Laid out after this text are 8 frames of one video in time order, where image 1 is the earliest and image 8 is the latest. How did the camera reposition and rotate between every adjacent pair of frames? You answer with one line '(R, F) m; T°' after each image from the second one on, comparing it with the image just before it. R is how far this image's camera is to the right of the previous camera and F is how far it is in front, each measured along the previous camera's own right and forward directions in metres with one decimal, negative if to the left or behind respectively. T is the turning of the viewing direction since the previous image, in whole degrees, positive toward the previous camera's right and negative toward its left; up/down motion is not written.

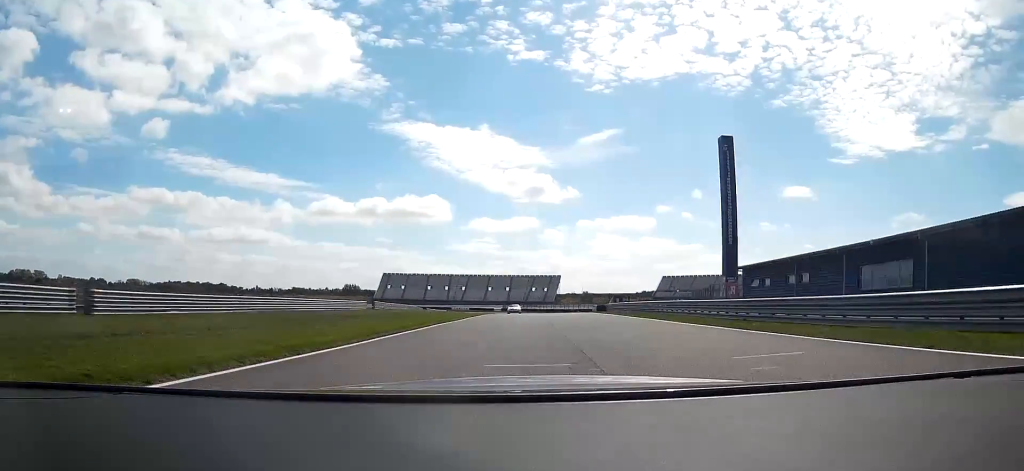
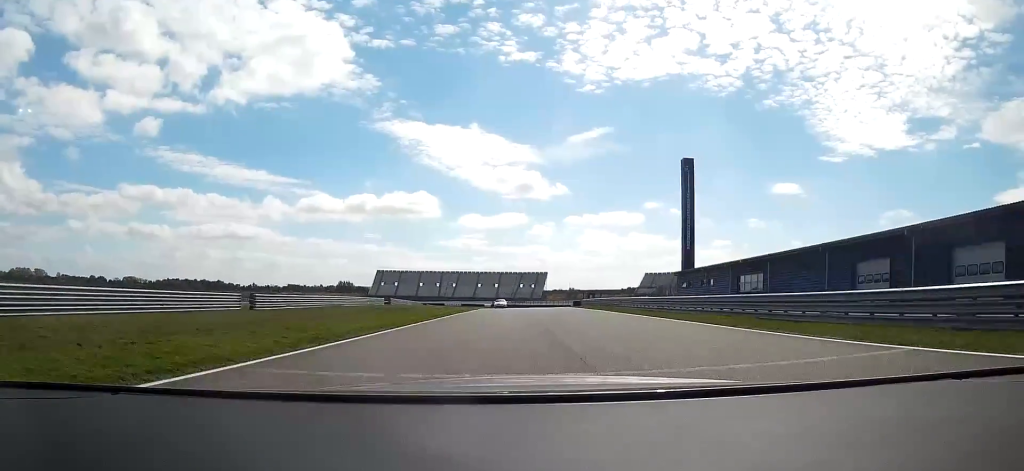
(0.0, +17.4) m; 0°
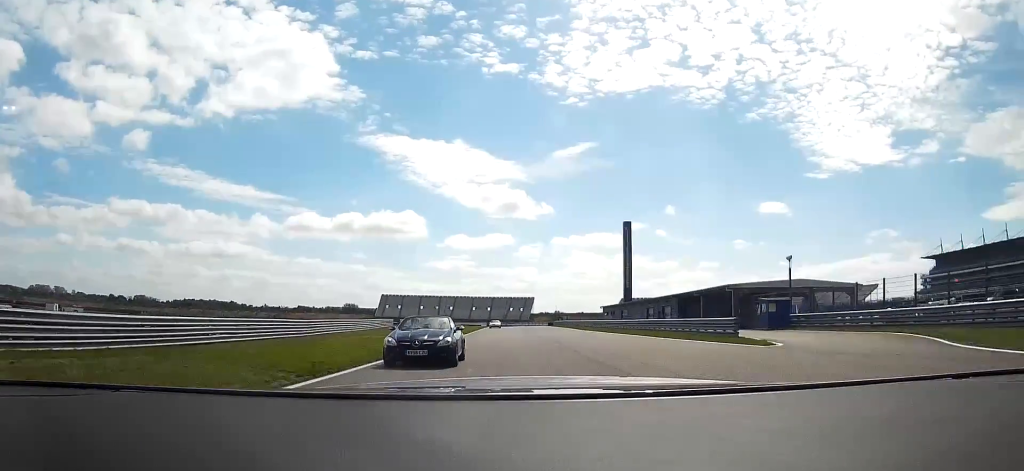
(+0.9, +52.3) m; +2°
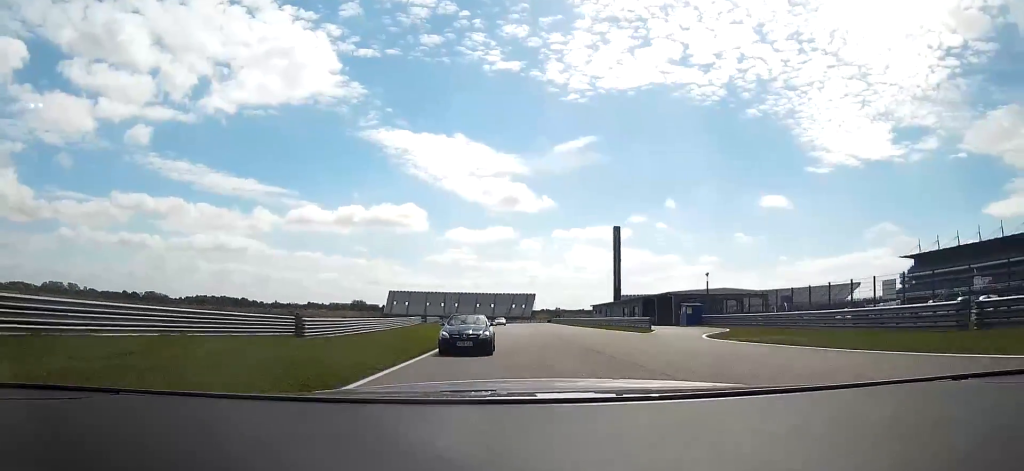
(+0.1, +23.7) m; 0°
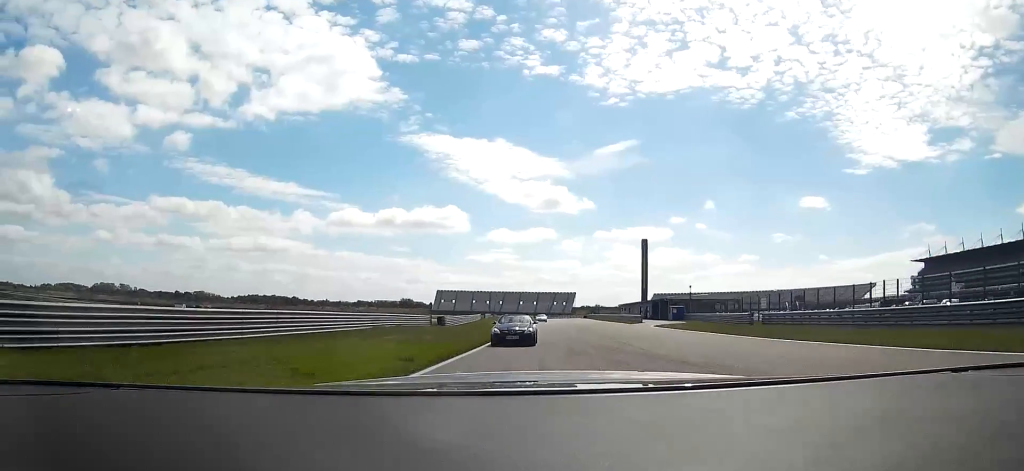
(-0.2, +31.7) m; -4°
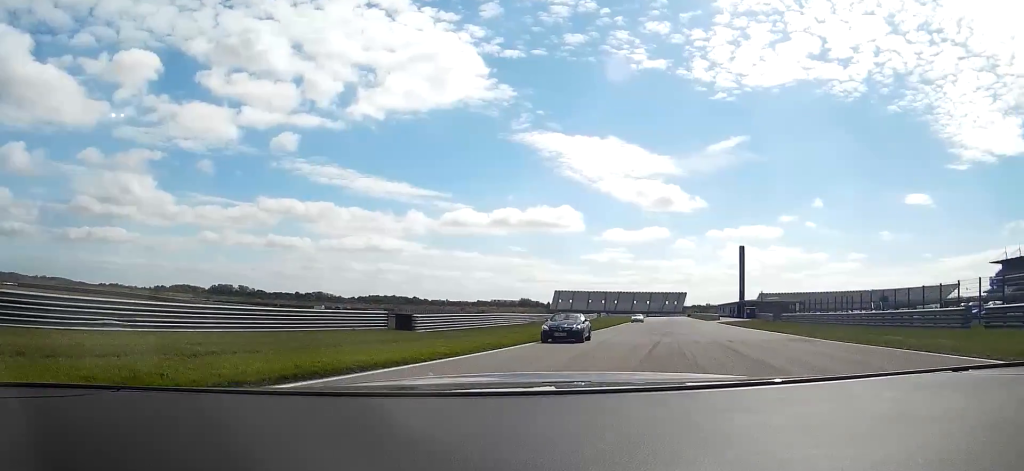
(-2.0, +25.9) m; -15°
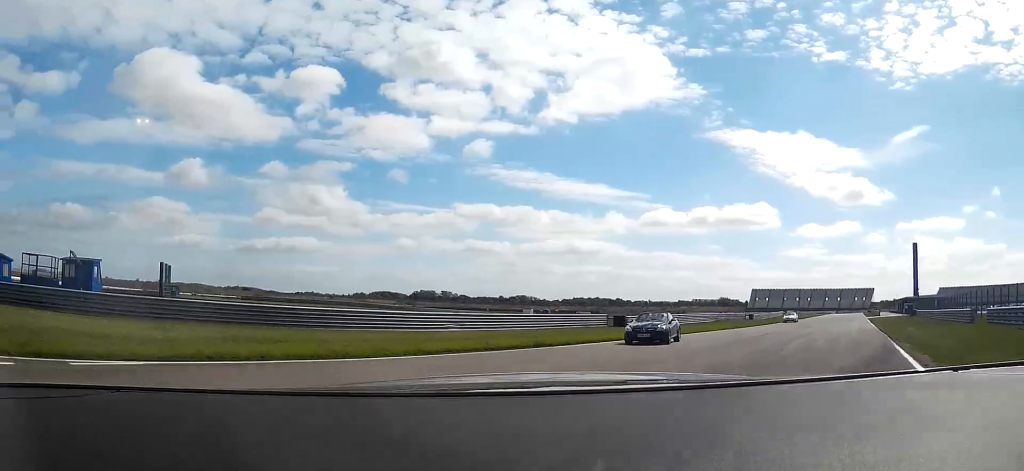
(-2.3, +15.3) m; -19°
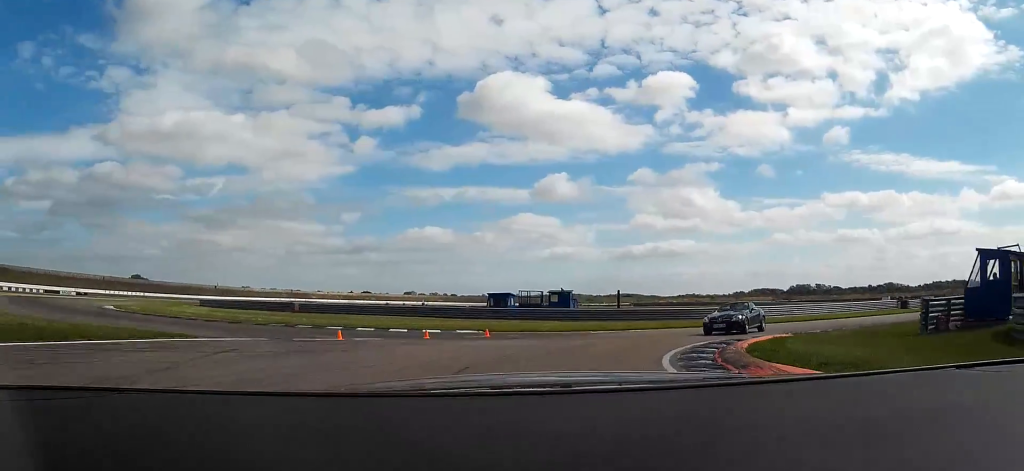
(-5.9, +22.8) m; -24°
